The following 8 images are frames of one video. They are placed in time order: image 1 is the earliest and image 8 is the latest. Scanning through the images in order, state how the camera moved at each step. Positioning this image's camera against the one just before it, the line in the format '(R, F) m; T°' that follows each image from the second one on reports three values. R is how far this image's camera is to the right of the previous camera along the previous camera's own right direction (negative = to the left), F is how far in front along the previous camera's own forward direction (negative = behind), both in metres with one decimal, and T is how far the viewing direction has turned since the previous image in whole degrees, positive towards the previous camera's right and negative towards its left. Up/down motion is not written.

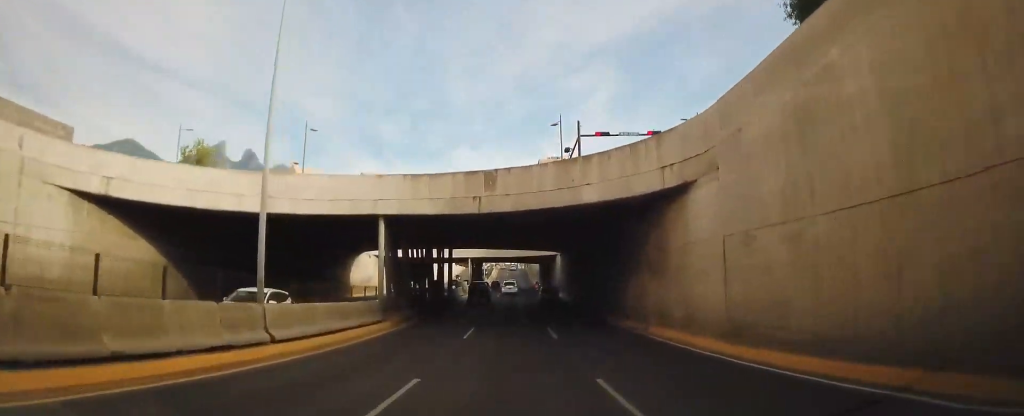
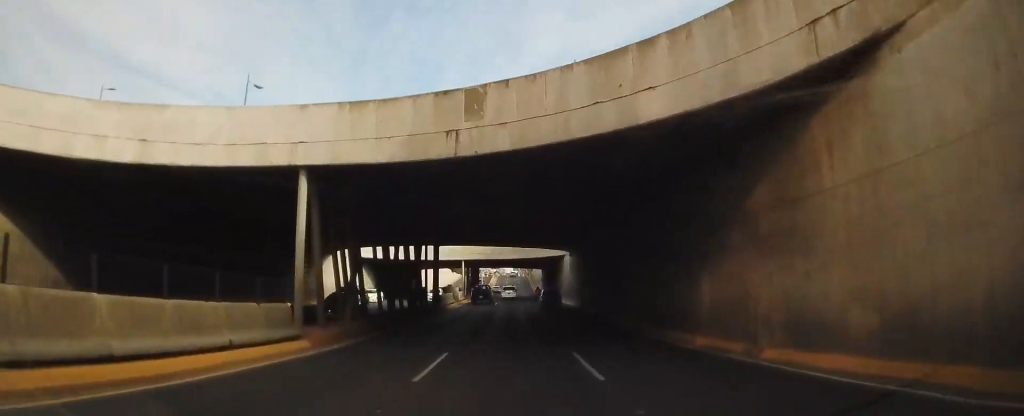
(0.0, +10.4) m; 0°
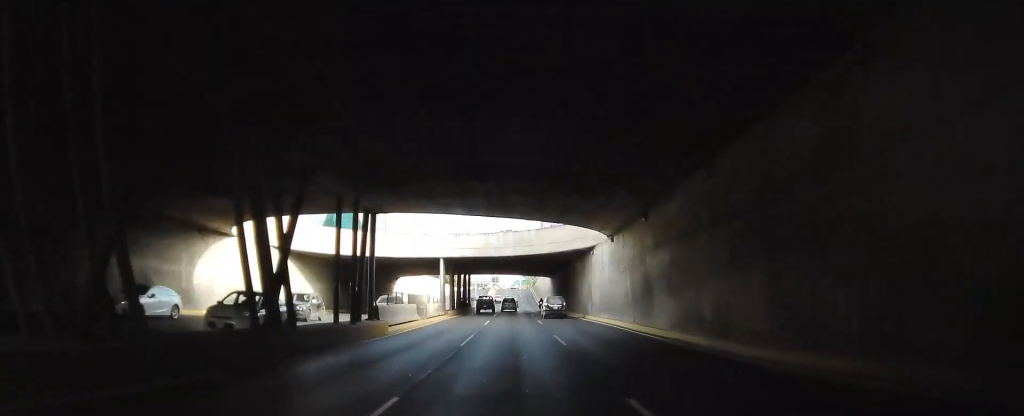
(-0.3, +21.7) m; -1°
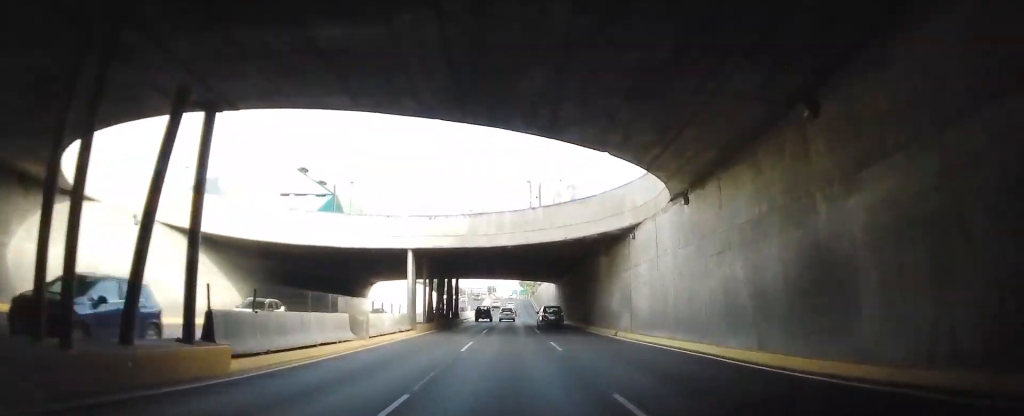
(0.0, +13.7) m; 0°
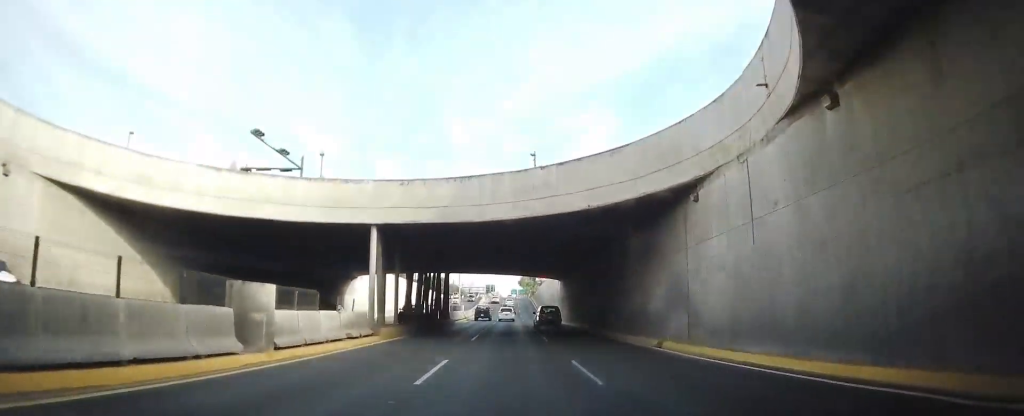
(0.0, +8.6) m; 0°
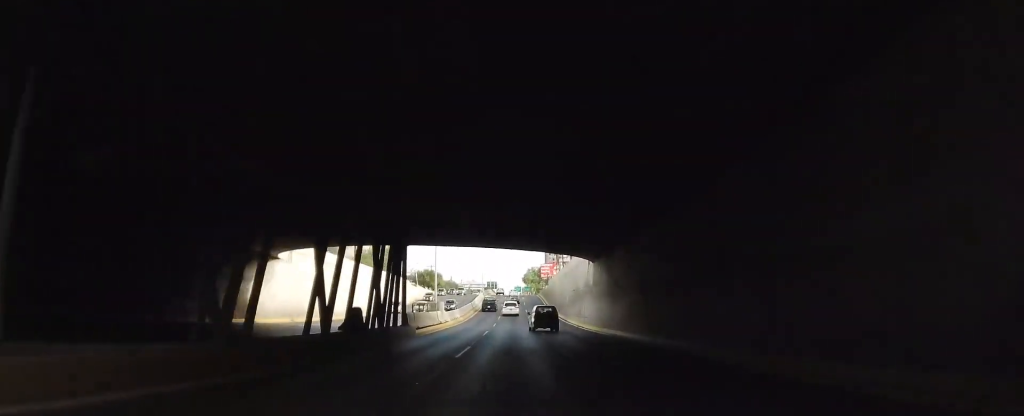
(+0.1, +22.7) m; 0°
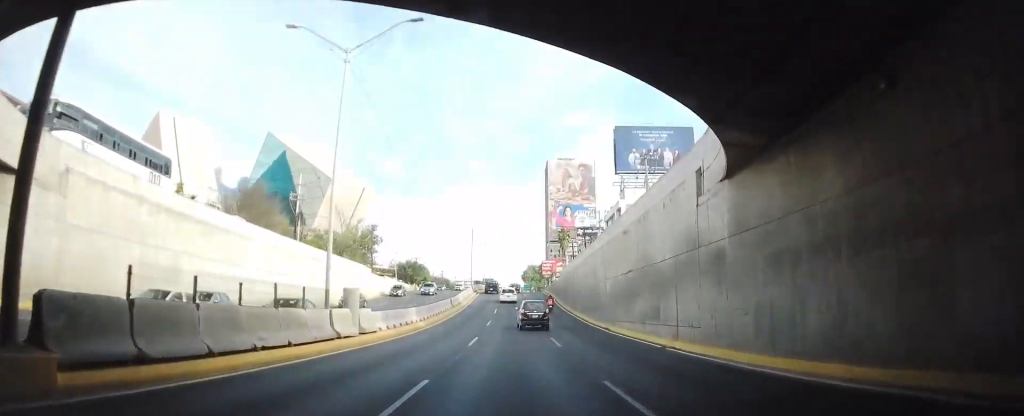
(-0.1, +25.1) m; +3°
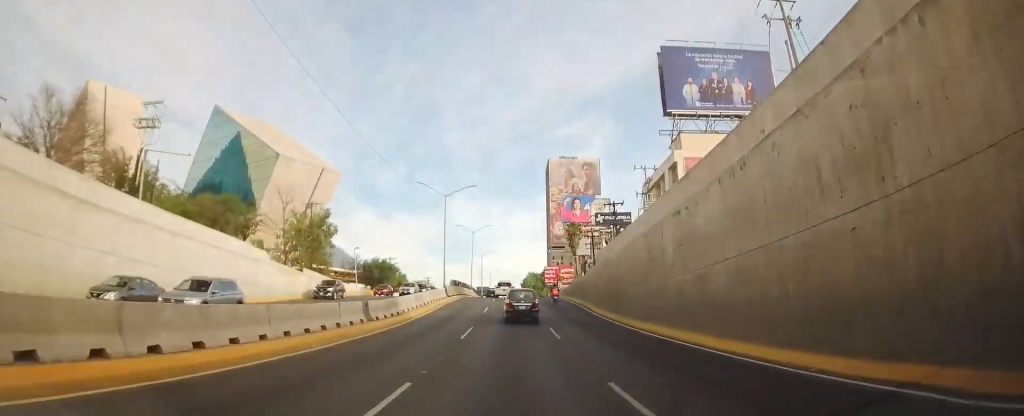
(+2.6, +30.5) m; +5°
